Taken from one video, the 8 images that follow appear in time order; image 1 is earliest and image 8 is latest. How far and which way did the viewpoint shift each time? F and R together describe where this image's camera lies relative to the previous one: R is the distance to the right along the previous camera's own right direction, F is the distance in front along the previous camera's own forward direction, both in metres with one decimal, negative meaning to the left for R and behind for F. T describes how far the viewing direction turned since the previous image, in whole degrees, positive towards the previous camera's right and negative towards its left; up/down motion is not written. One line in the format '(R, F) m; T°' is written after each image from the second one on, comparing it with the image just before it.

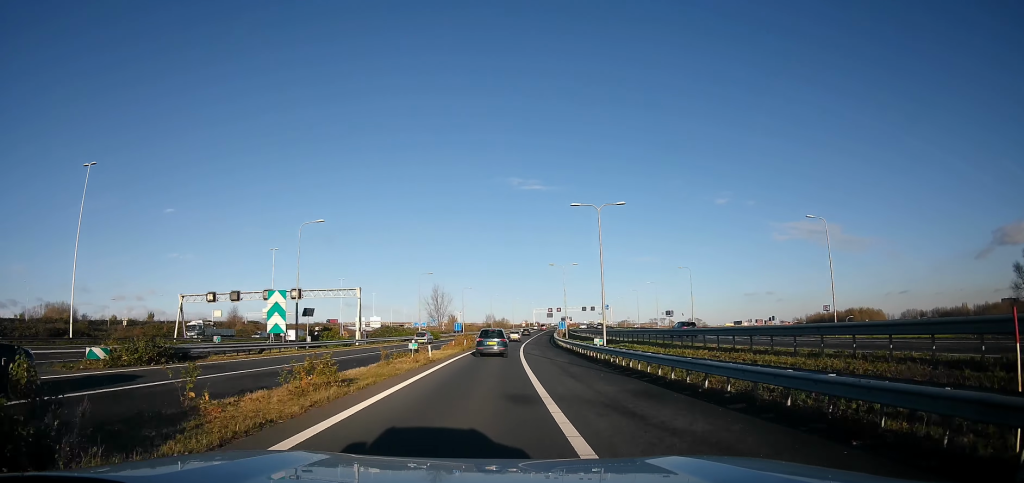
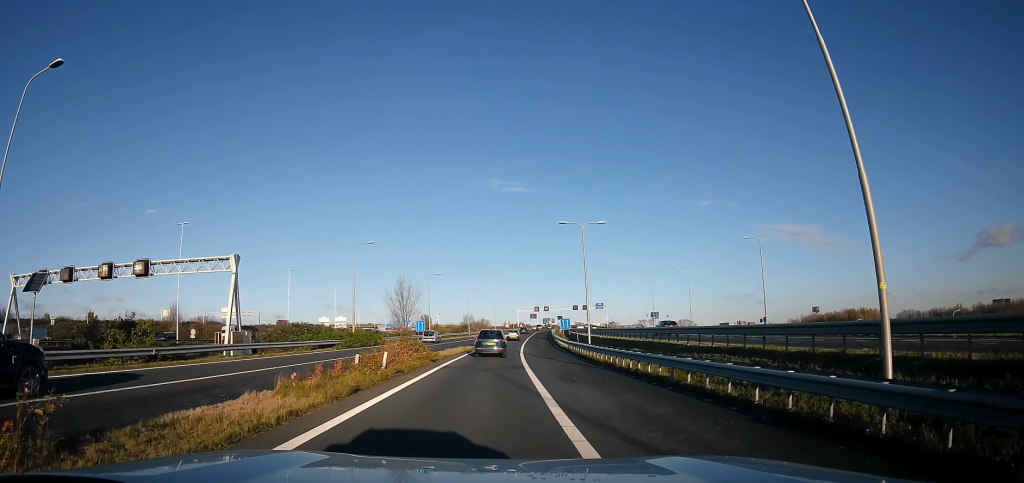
(-0.7, +26.6) m; -1°
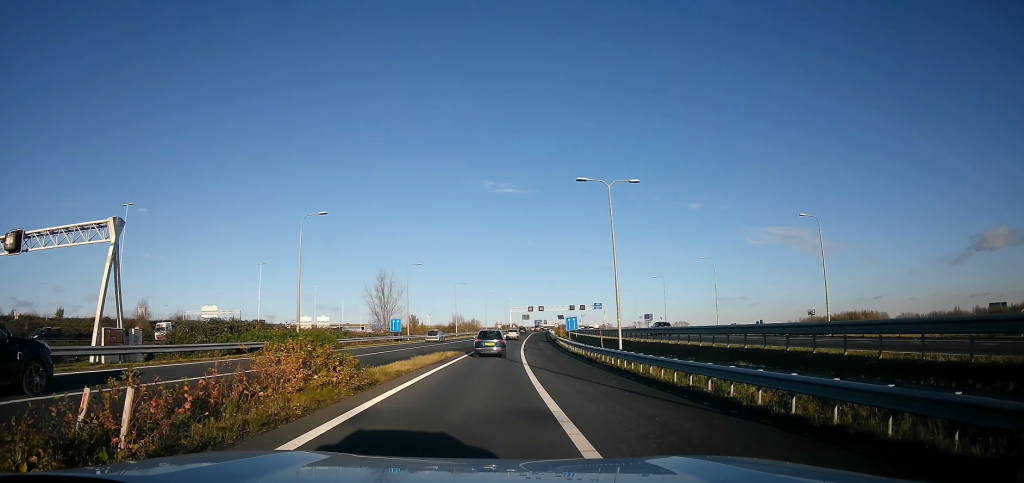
(-0.5, +12.2) m; +1°
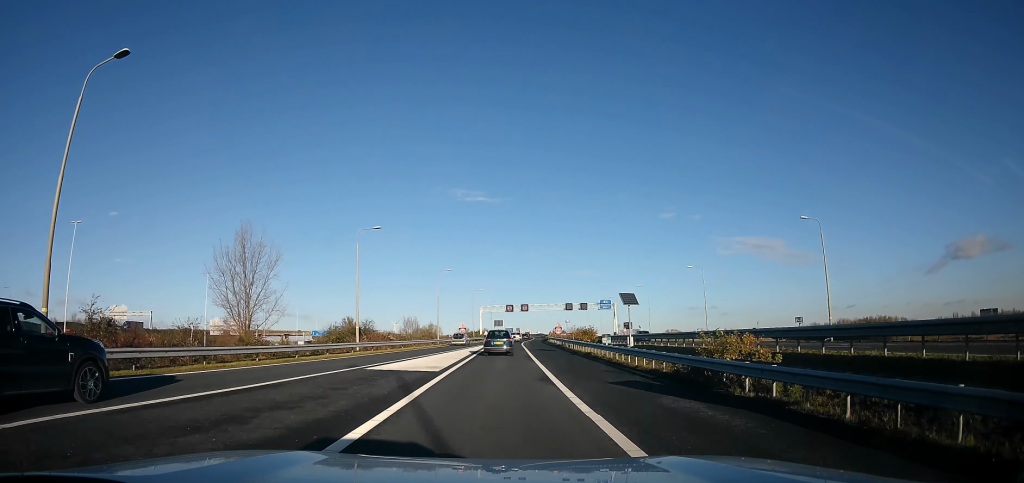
(+5.8, +52.5) m; +8°
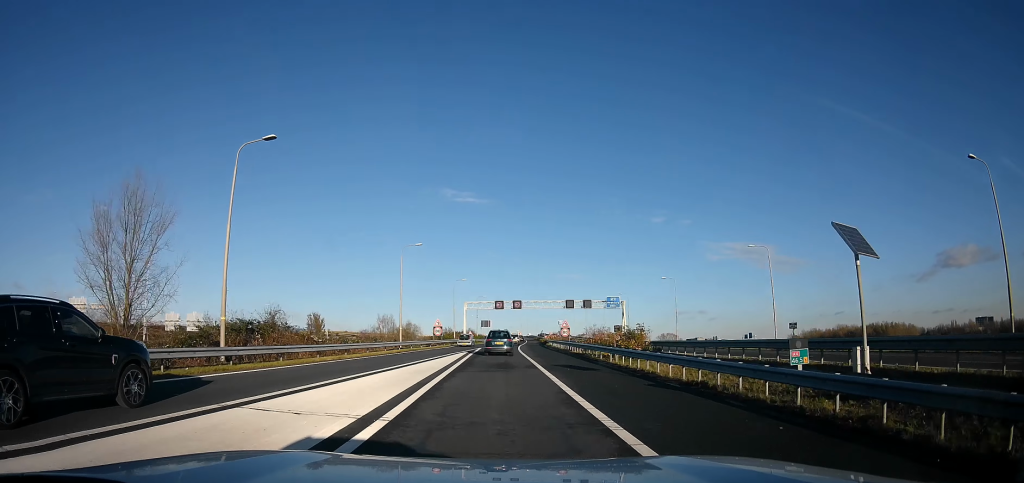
(+0.3, +19.7) m; +1°
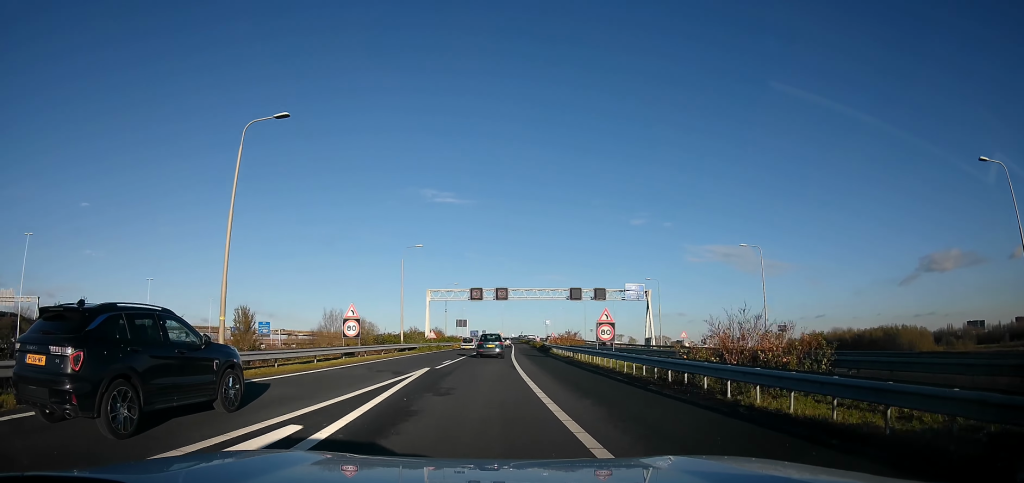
(0.0, +30.4) m; +3°
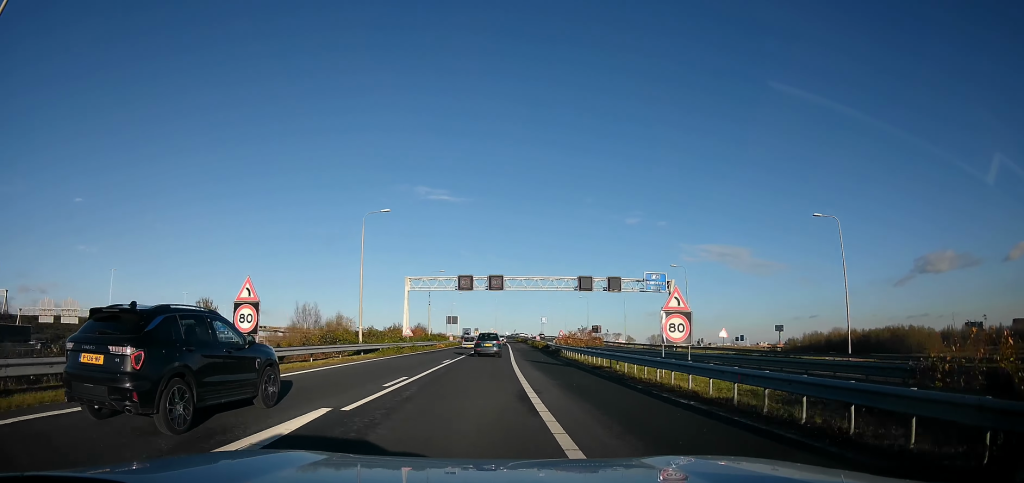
(+0.2, +12.8) m; +1°
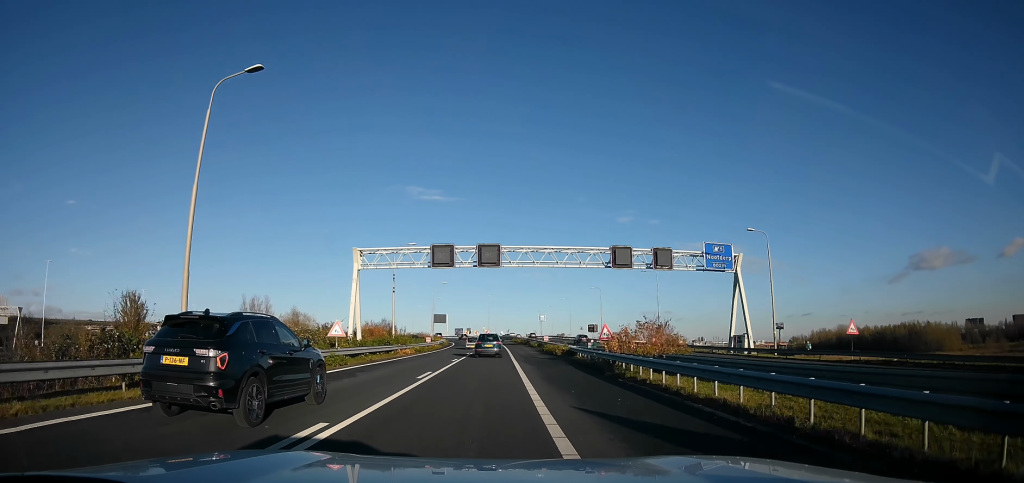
(+1.0, +20.3) m; -1°
